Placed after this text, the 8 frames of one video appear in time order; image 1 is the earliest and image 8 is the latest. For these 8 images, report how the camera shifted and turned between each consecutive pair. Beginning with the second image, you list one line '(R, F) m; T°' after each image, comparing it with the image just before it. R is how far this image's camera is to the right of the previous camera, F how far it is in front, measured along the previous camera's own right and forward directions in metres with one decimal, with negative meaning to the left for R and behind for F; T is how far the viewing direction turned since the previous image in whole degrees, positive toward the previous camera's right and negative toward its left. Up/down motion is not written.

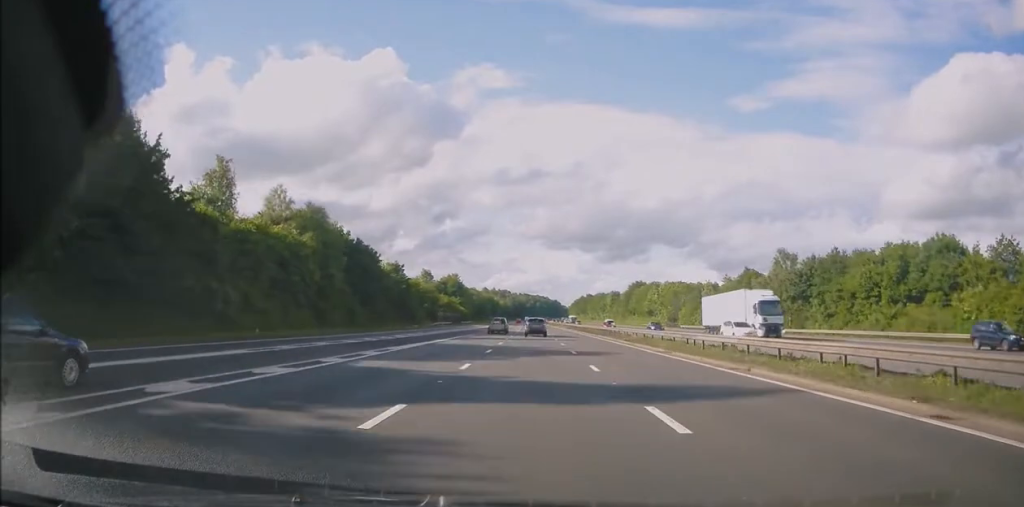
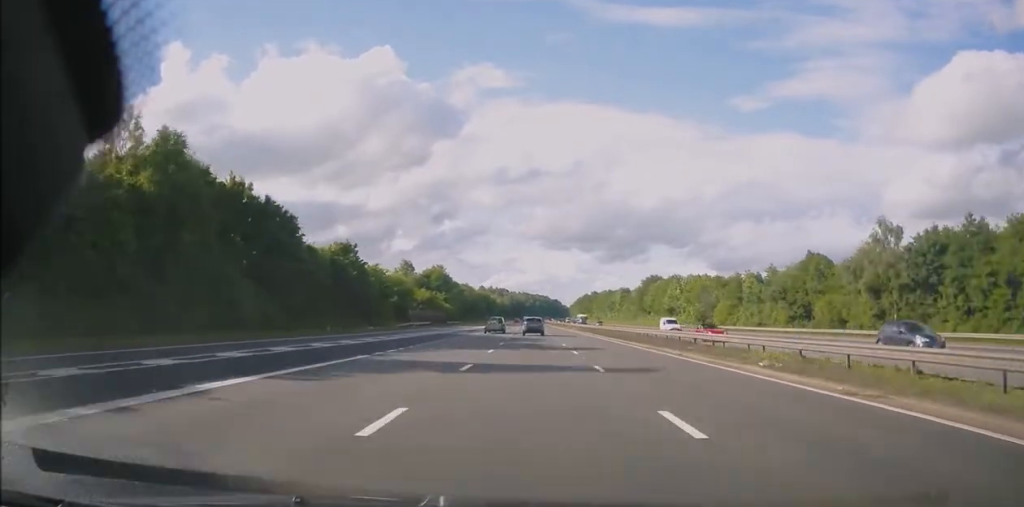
(-0.3, +27.2) m; -1°
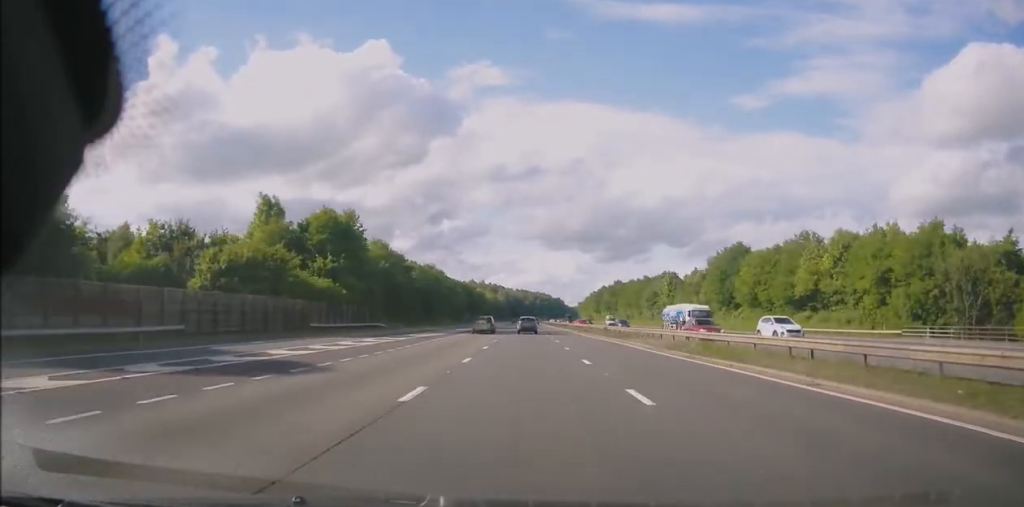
(+0.3, +77.7) m; +1°
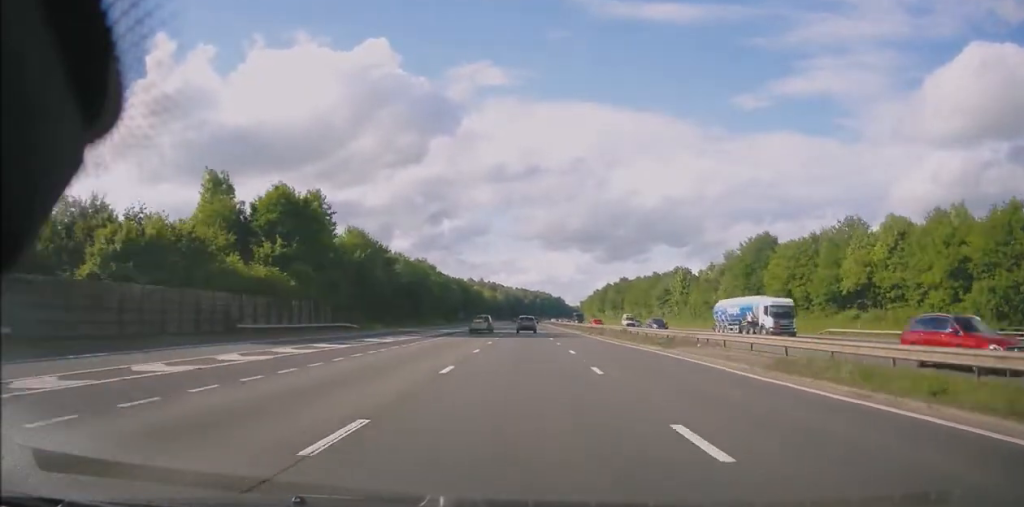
(+0.1, +12.6) m; 0°
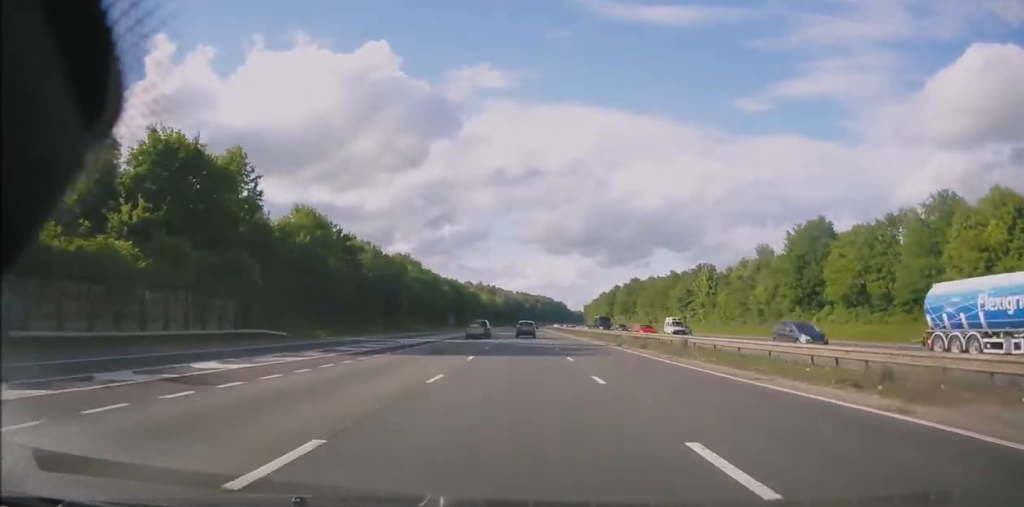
(-0.1, +19.0) m; 0°
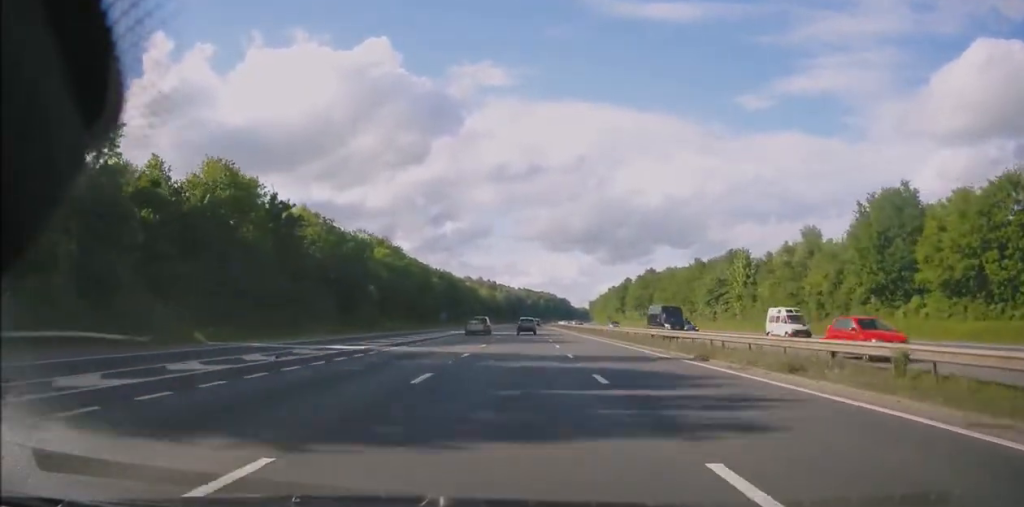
(-0.1, +19.0) m; 0°
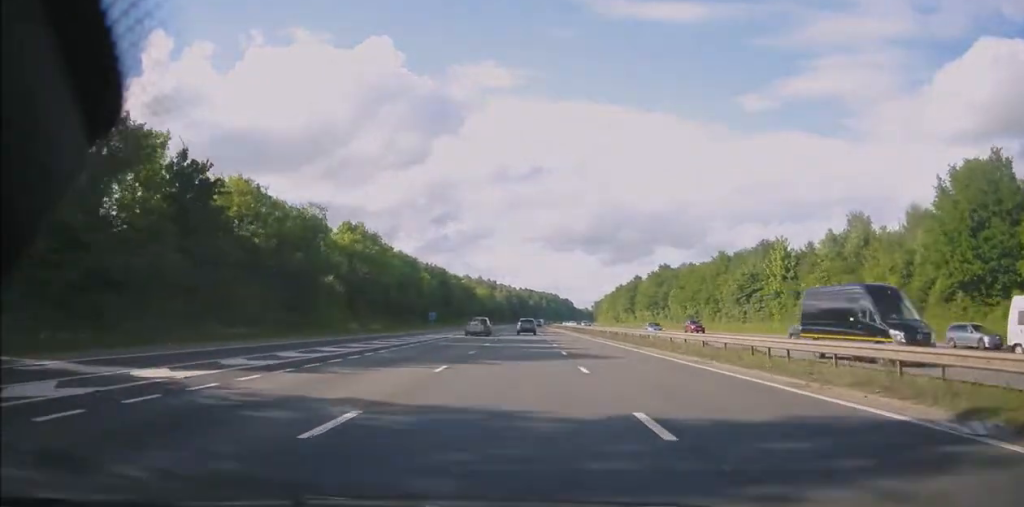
(0.0, +14.8) m; 0°
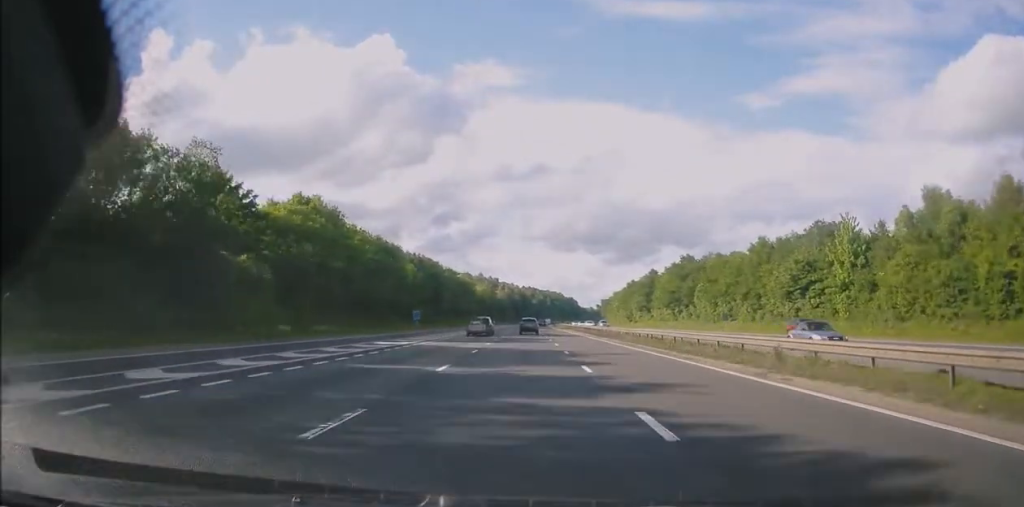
(0.0, +17.9) m; 0°
